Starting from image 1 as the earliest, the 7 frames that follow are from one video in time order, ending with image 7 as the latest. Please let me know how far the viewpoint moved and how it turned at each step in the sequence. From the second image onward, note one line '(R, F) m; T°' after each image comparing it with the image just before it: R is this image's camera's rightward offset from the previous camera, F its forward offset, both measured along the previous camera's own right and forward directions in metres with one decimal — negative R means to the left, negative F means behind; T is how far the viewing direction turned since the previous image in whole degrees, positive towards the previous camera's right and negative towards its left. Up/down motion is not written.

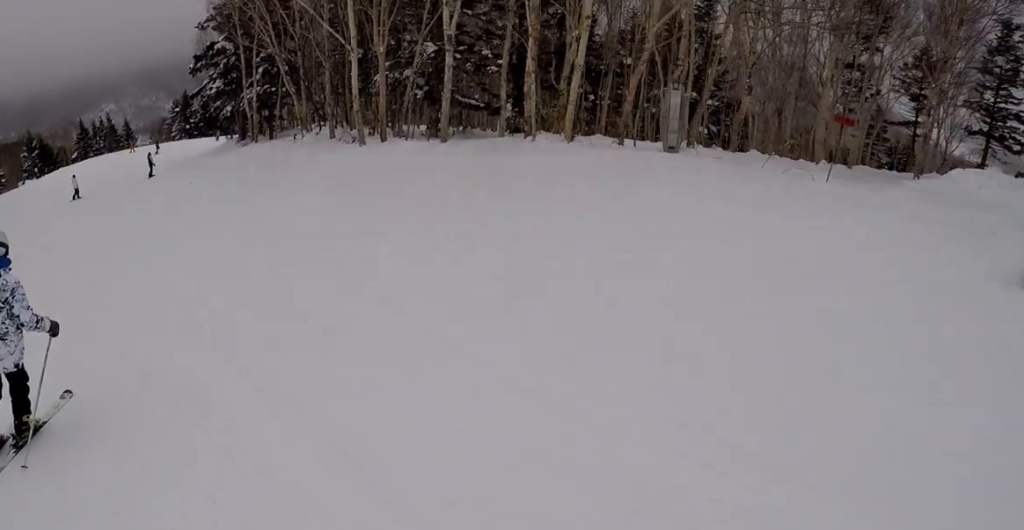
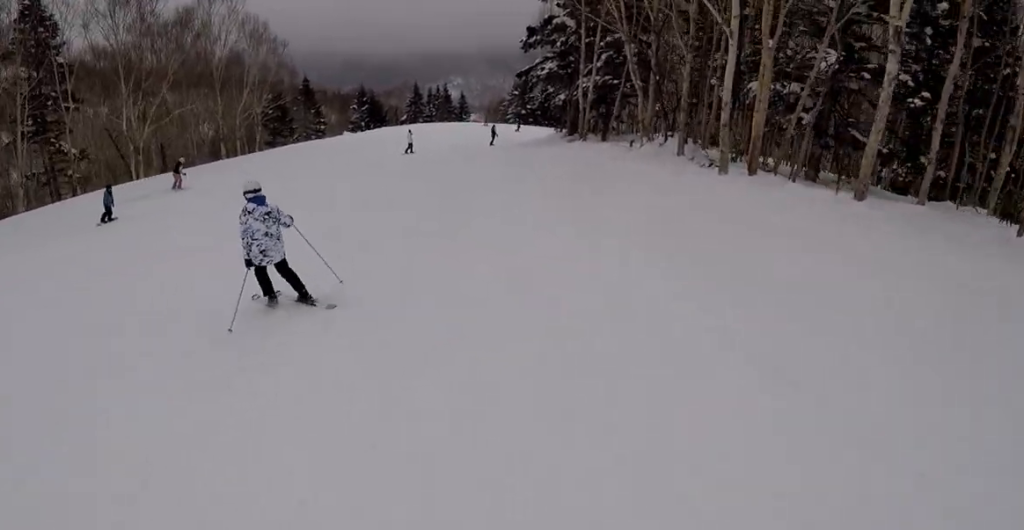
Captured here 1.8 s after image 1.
(-2.8, +5.6) m; -31°
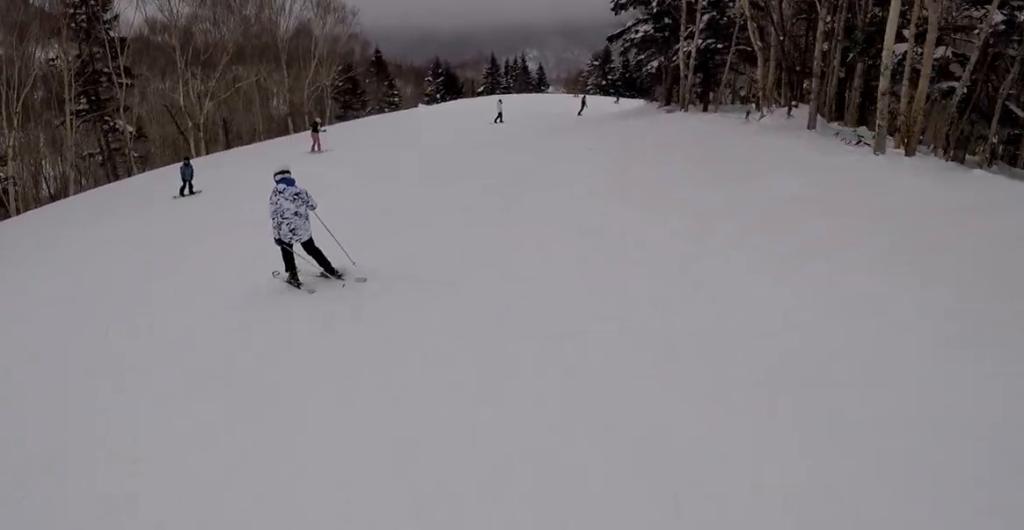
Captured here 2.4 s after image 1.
(+1.0, +3.2) m; +12°
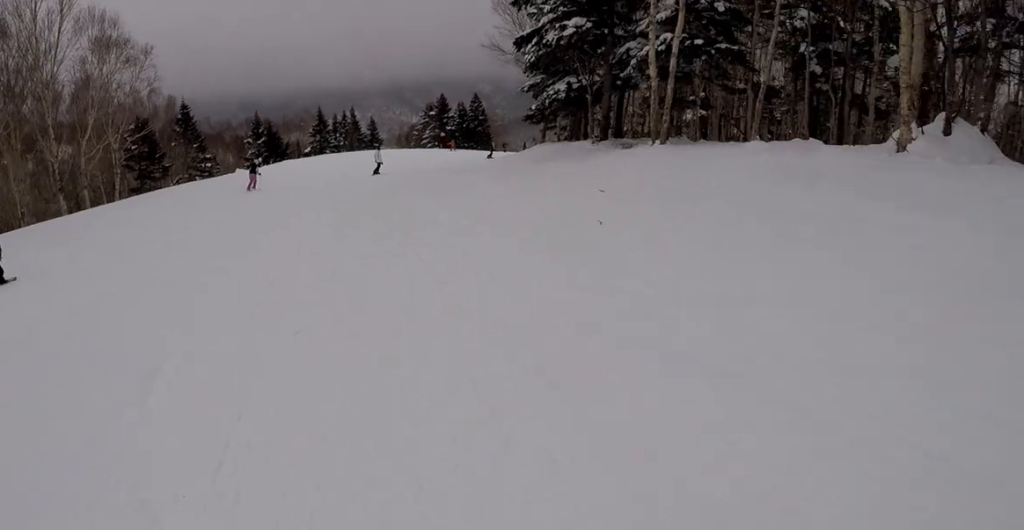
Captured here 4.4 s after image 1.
(+1.1, +11.7) m; +6°
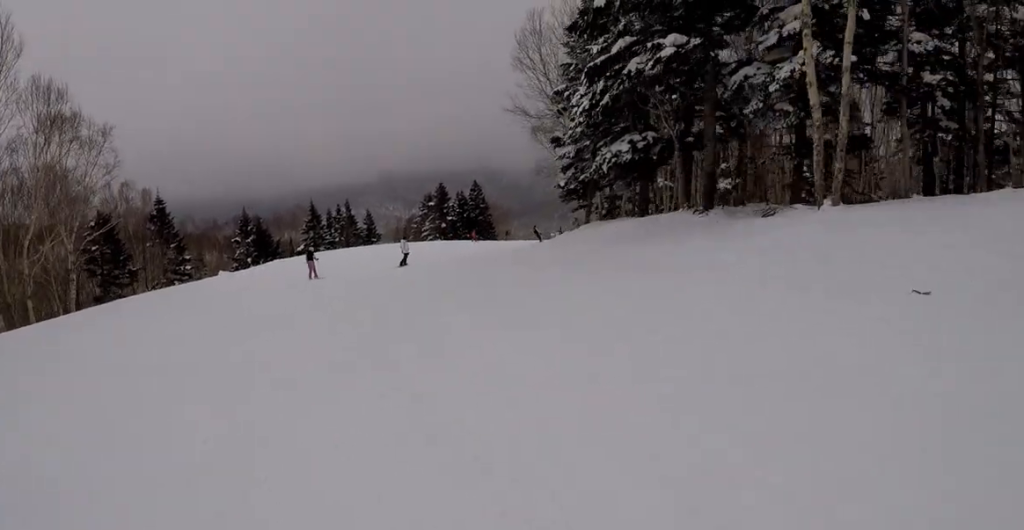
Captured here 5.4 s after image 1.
(0.0, +6.3) m; 0°
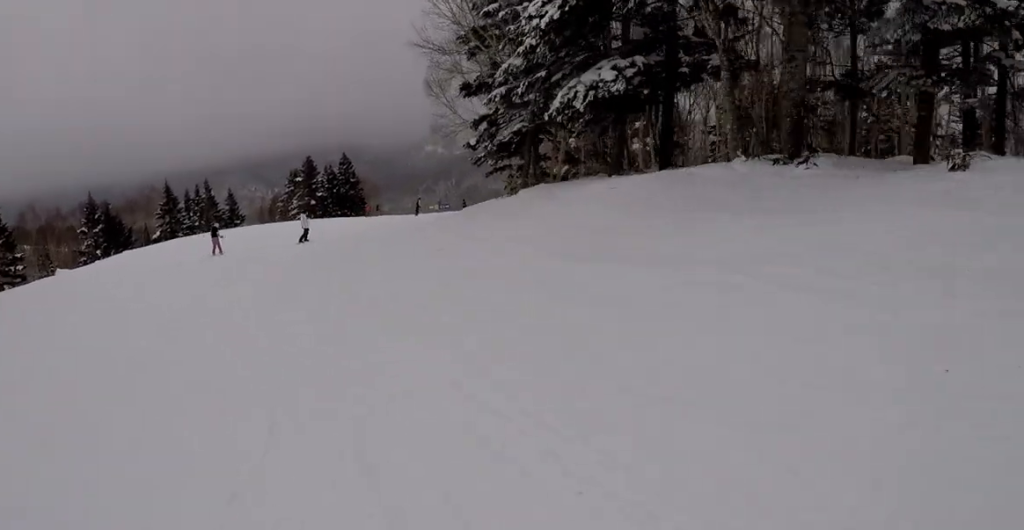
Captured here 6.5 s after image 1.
(0.0, +6.3) m; +12°
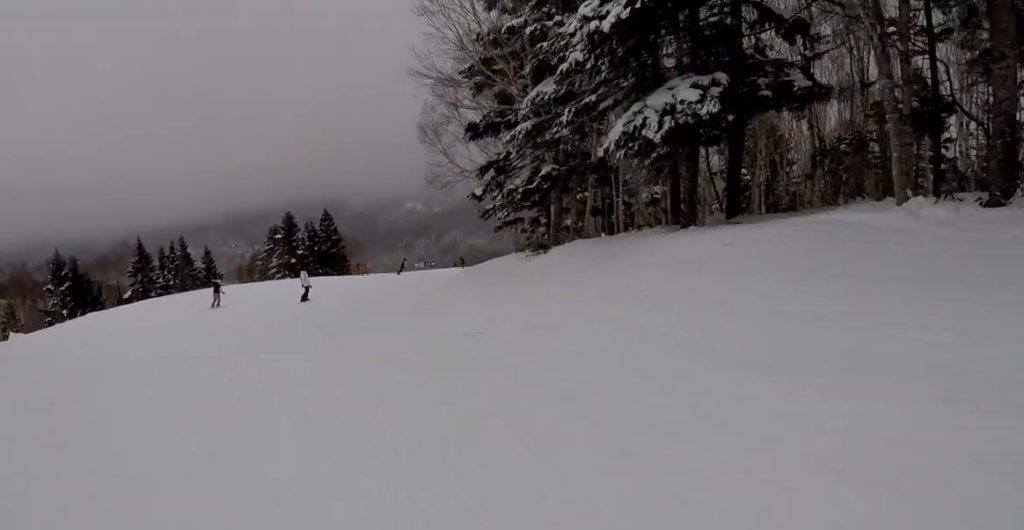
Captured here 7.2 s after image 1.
(+0.7, +4.1) m; +4°
